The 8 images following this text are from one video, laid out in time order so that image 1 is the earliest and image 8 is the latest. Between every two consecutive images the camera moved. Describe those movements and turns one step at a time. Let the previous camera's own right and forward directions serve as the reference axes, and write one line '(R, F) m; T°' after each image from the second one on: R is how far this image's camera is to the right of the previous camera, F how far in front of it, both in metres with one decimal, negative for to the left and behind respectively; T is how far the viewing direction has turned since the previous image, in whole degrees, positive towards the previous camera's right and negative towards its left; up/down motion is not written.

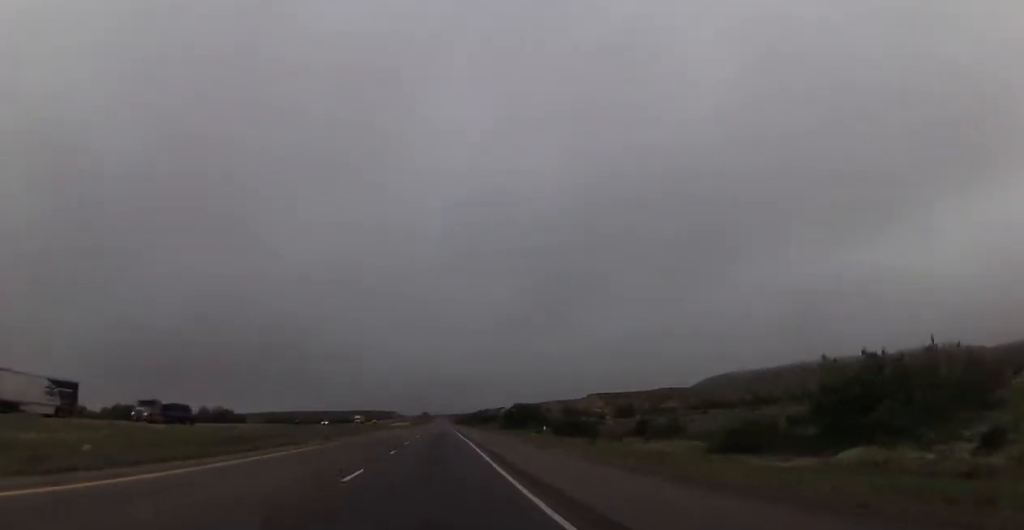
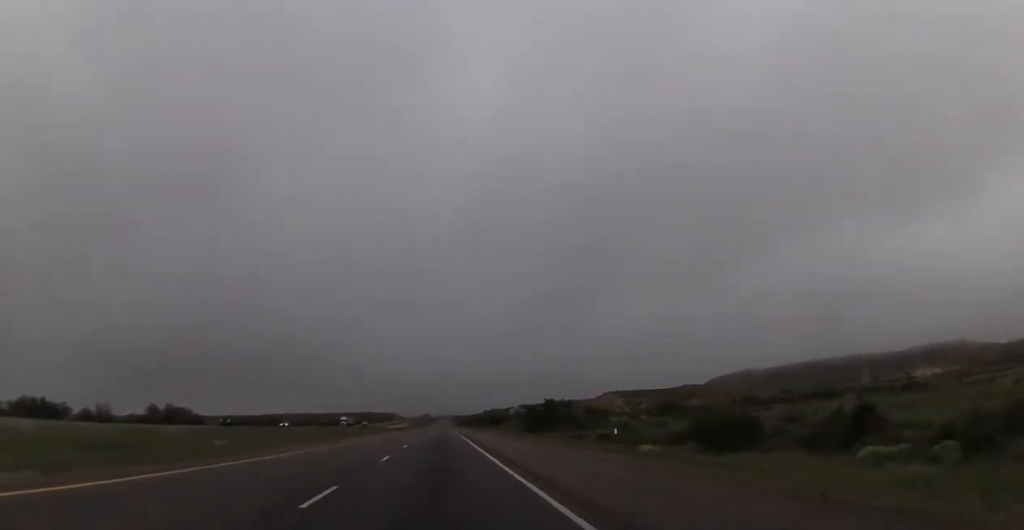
(-0.4, +29.5) m; 0°
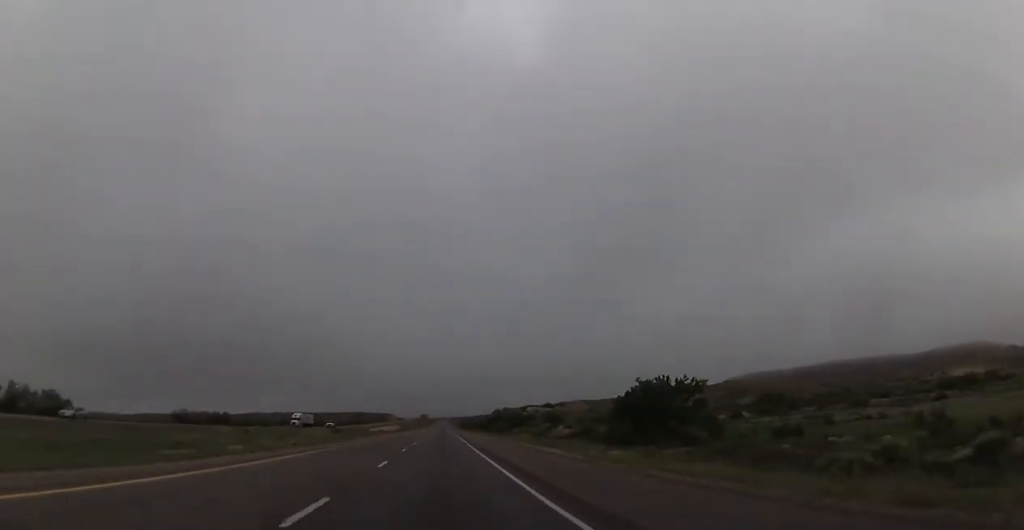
(+0.7, +50.0) m; +1°
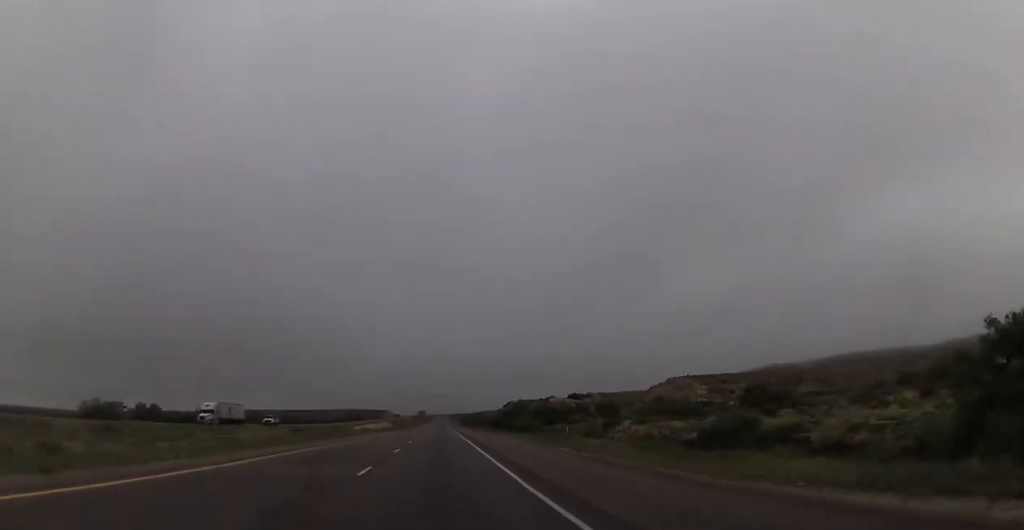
(-0.2, +40.9) m; -1°
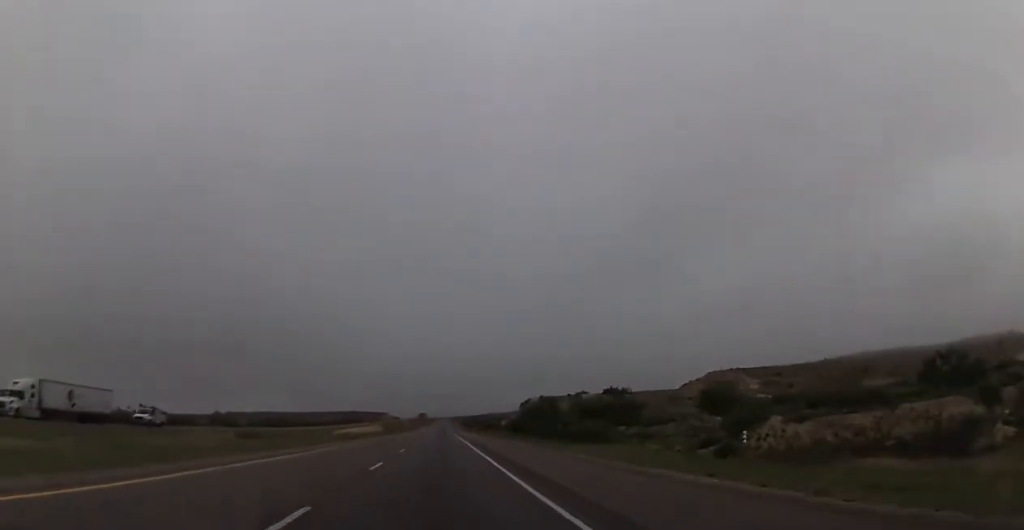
(-0.2, +33.2) m; 0°
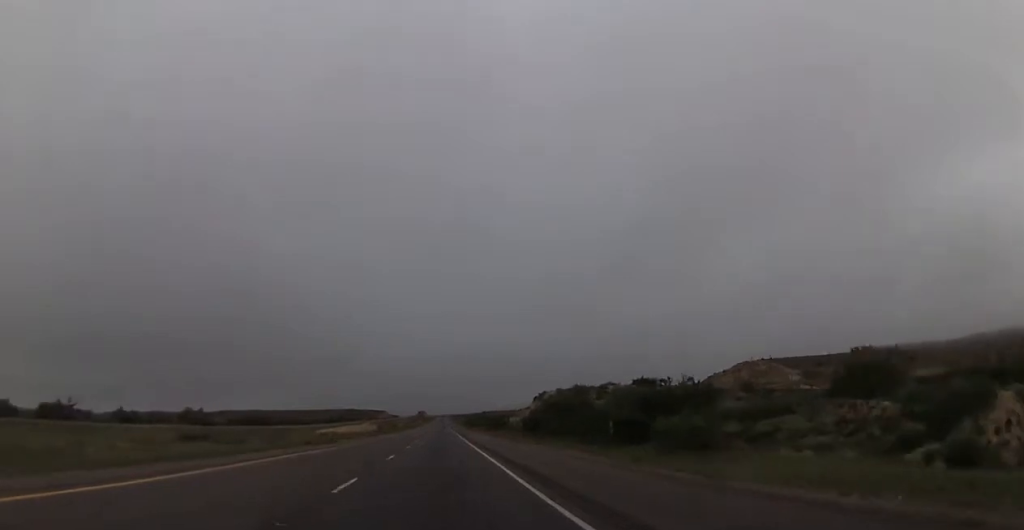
(+0.3, +19.2) m; 0°
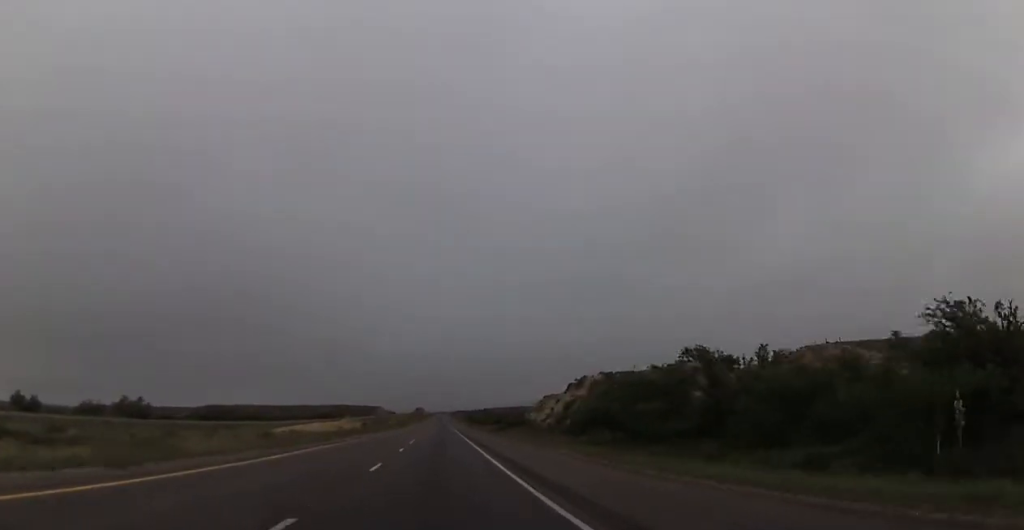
(-0.2, +30.7) m; 0°
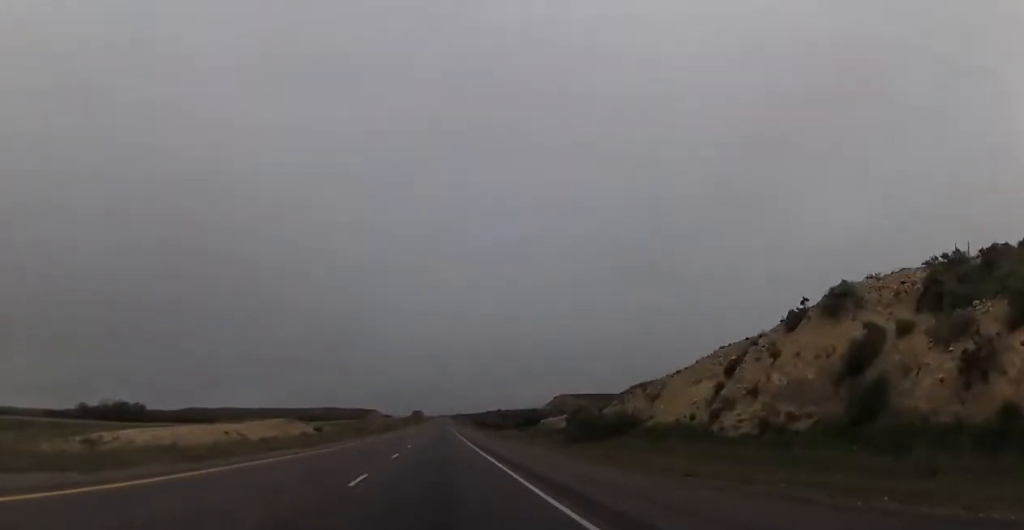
(+0.2, +52.5) m; 0°
